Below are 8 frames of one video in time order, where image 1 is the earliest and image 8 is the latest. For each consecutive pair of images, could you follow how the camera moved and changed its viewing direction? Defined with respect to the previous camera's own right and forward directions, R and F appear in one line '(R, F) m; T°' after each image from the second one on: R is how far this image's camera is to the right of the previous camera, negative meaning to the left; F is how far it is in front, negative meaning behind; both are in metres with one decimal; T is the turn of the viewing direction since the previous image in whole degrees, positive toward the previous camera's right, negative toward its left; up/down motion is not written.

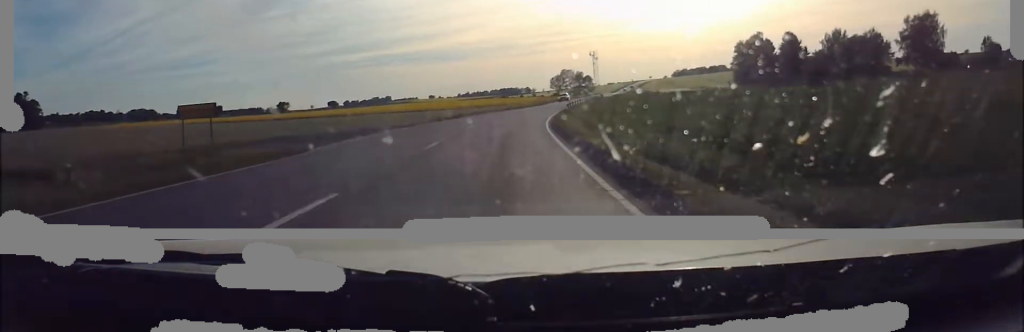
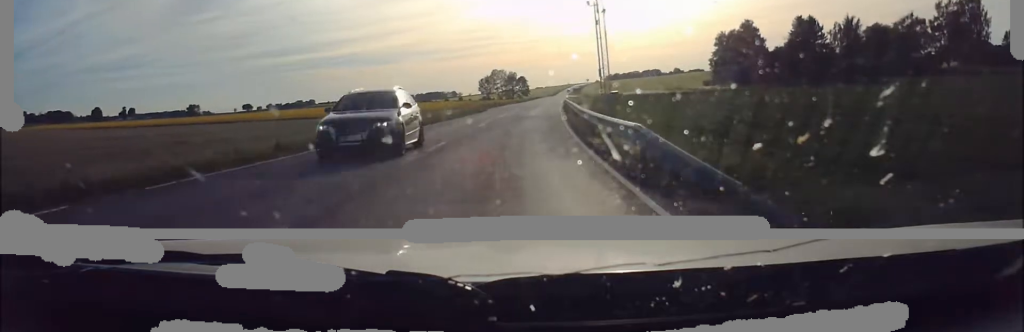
(+0.9, +49.9) m; +7°
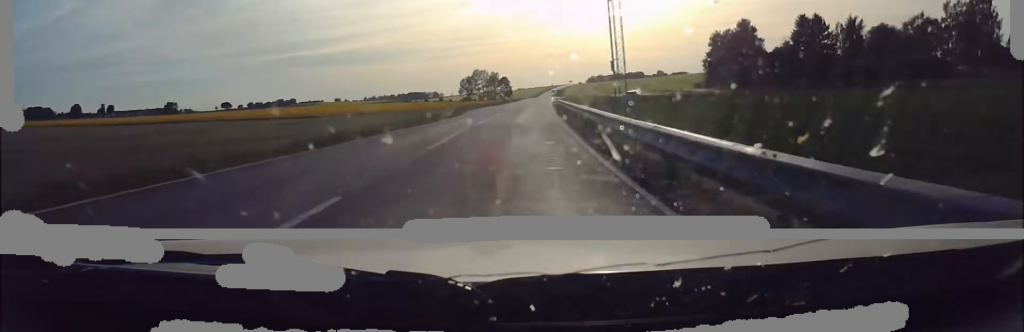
(+0.9, +10.1) m; +3°
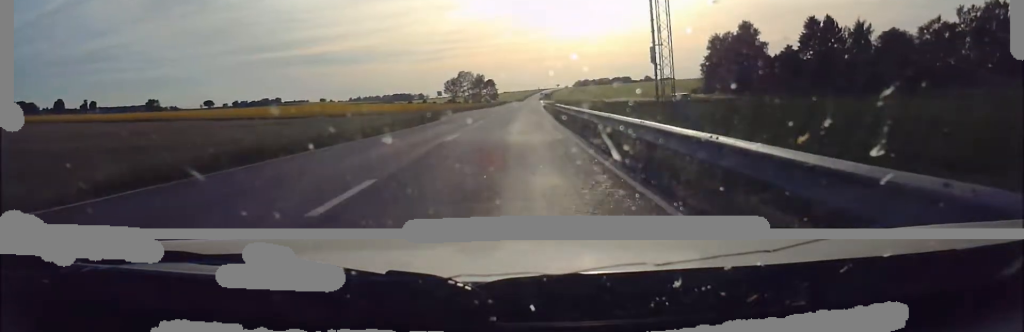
(+0.4, +10.1) m; +2°
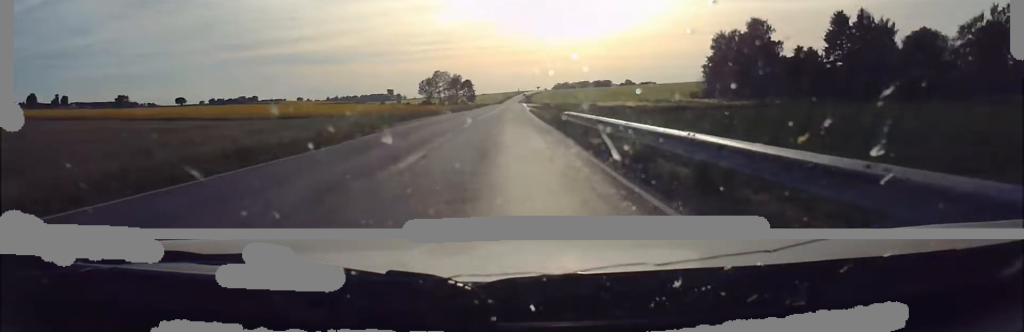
(-0.1, +18.8) m; +2°
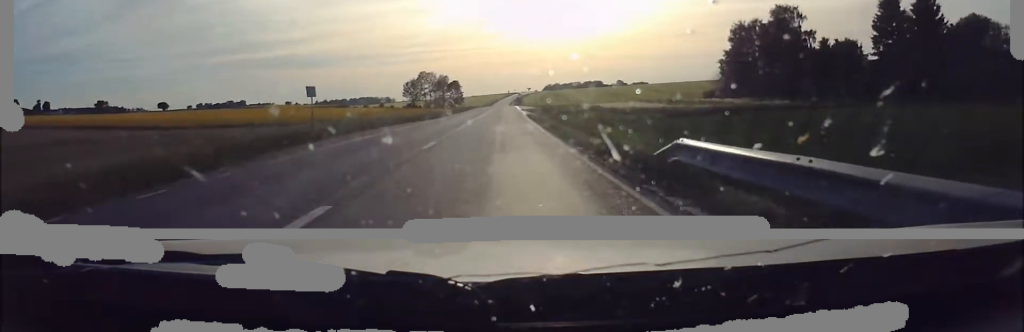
(+0.7, +19.0) m; +1°
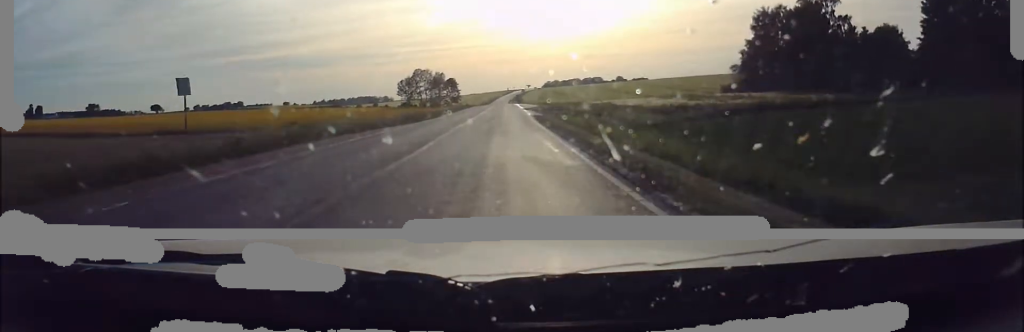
(-0.2, +13.3) m; -1°
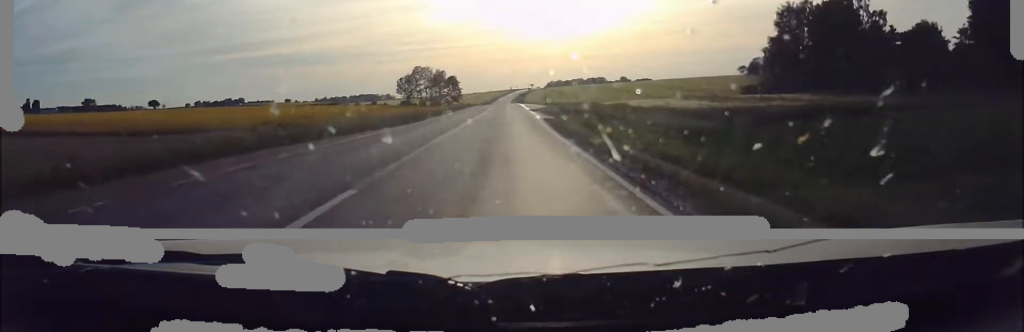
(-0.1, +9.6) m; -1°
